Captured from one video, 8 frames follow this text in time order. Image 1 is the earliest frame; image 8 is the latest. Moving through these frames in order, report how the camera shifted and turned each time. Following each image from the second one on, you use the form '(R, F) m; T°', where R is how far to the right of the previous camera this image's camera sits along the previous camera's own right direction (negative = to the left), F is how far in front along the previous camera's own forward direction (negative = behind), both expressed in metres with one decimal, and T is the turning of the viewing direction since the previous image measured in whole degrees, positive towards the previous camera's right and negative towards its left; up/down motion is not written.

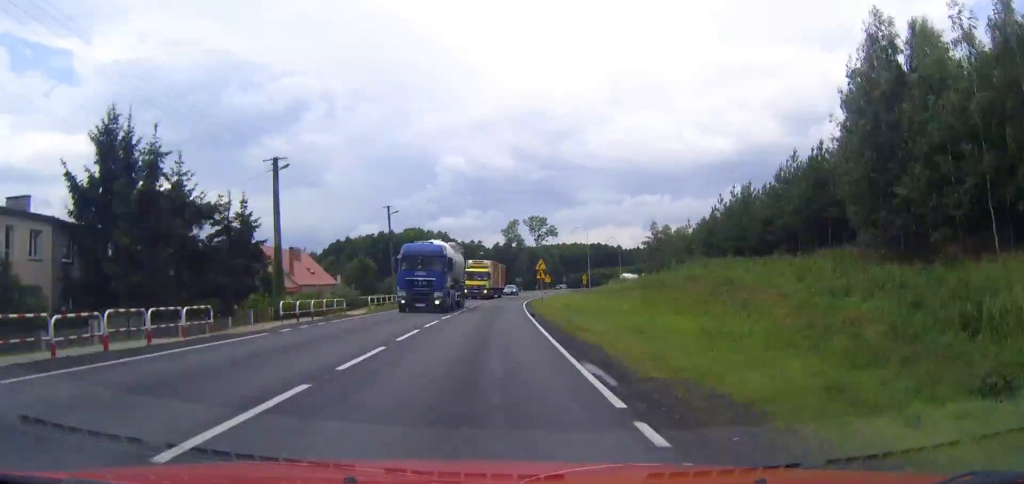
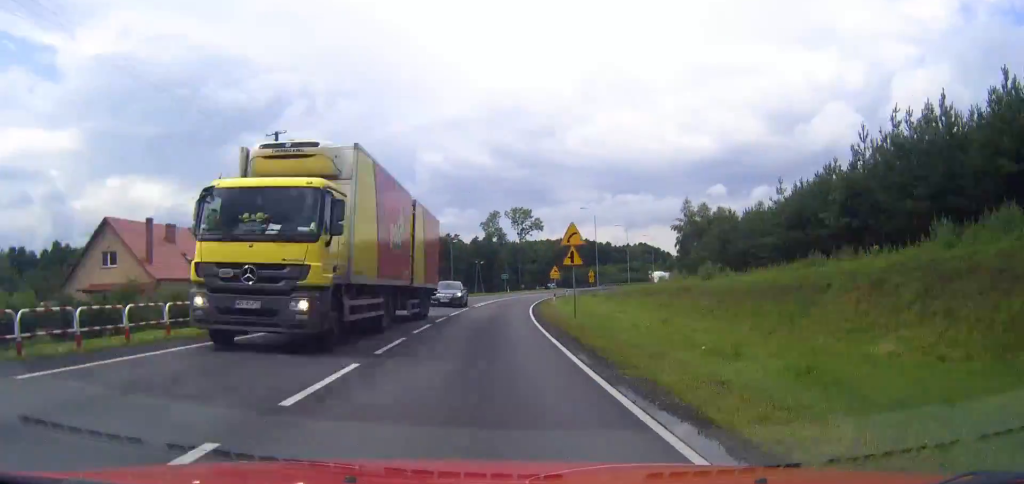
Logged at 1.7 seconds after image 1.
(+0.1, +33.1) m; +3°
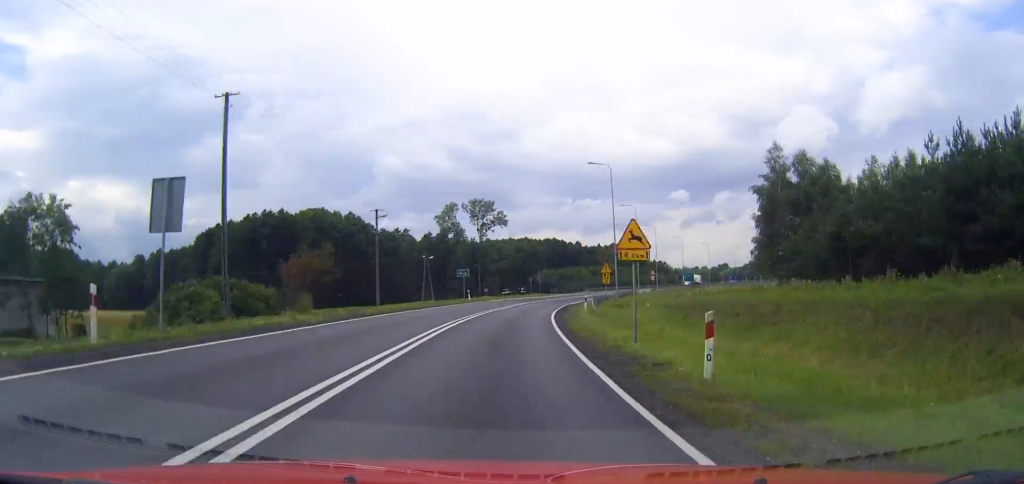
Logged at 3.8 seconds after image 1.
(+1.7, +40.7) m; +5°
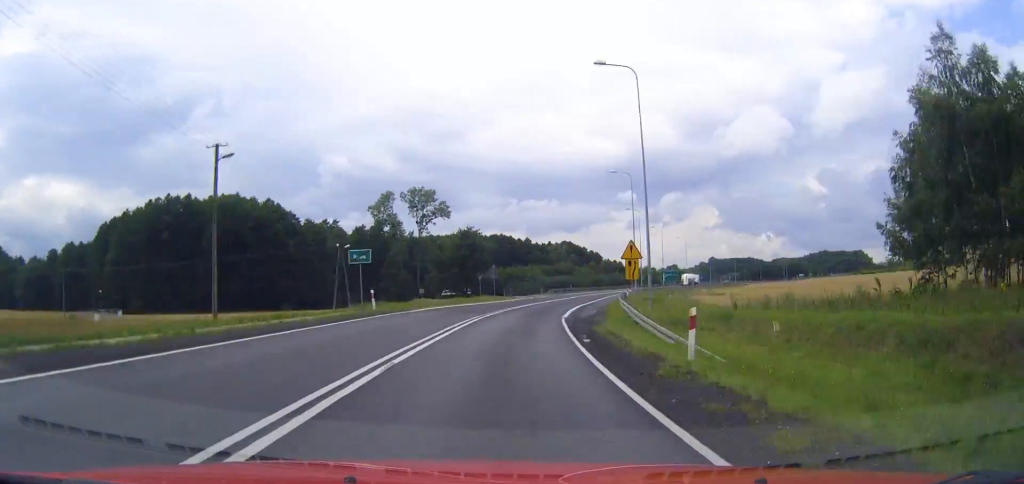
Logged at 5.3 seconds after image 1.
(-0.4, +29.1) m; +4°
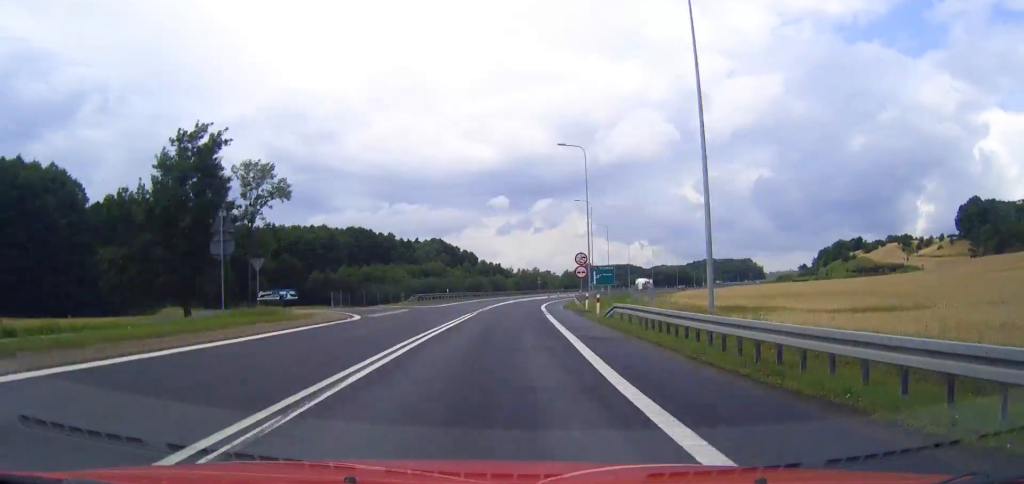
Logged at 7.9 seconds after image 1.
(+4.5, +50.2) m; +7°
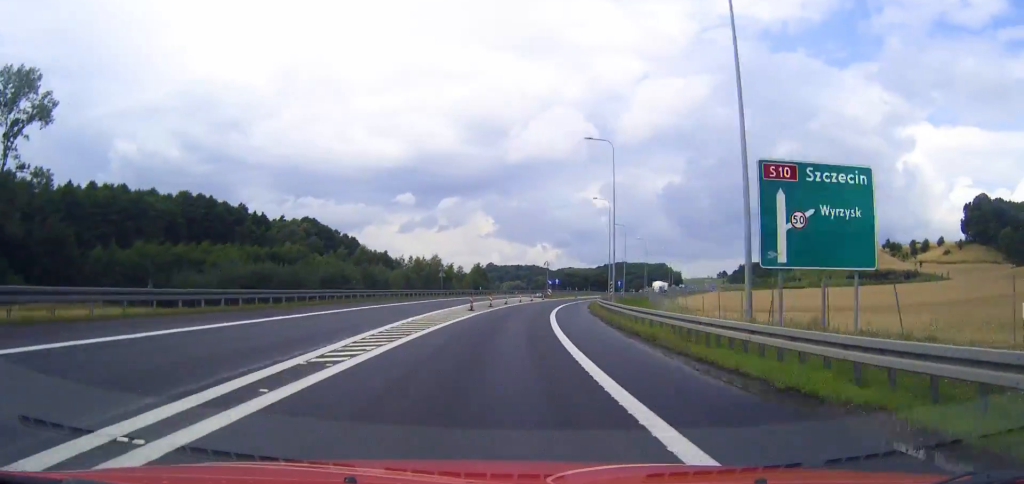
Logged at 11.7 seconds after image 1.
(+5.7, +73.7) m; +9°
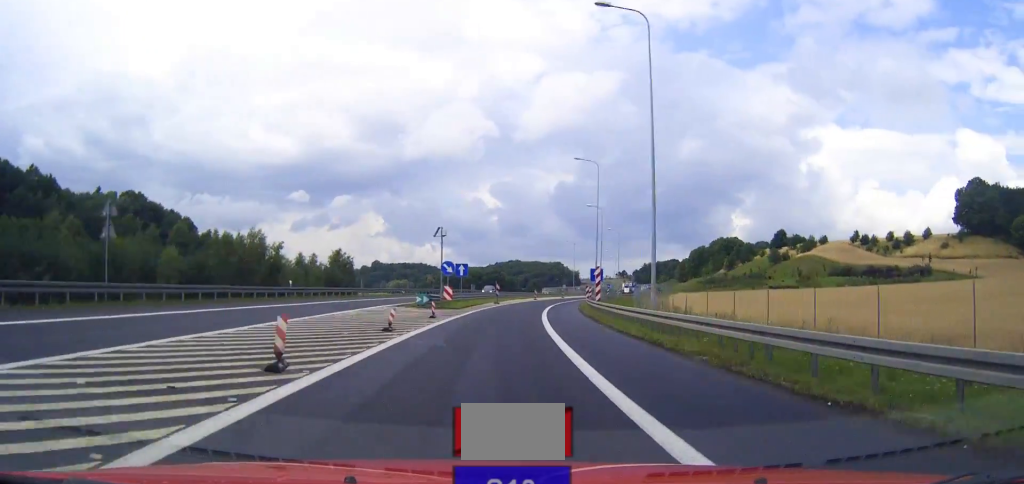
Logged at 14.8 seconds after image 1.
(+4.4, +60.8) m; +8°
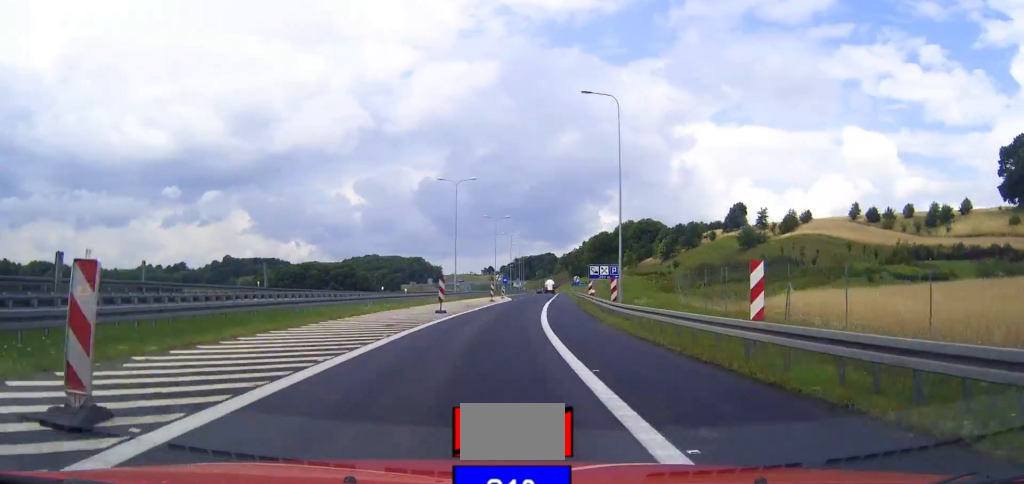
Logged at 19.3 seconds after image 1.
(+8.7, +89.8) m; +9°
